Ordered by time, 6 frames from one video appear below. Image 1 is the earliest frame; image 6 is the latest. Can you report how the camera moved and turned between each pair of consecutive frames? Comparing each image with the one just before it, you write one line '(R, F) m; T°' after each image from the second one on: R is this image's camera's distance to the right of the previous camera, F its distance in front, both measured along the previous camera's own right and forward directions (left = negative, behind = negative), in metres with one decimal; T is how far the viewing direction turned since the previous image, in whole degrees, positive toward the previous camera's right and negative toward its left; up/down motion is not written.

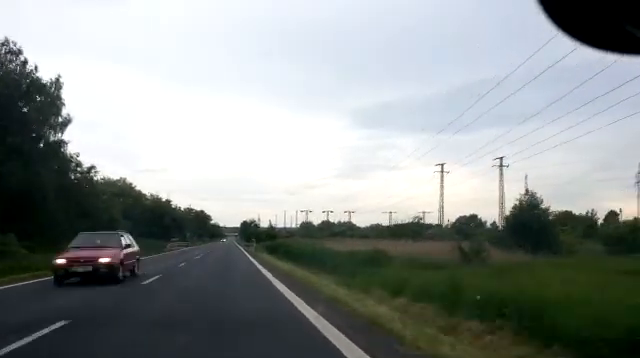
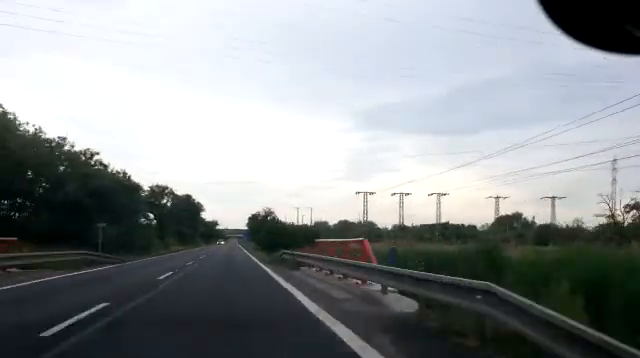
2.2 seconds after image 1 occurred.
(-0.1, +53.4) m; 0°
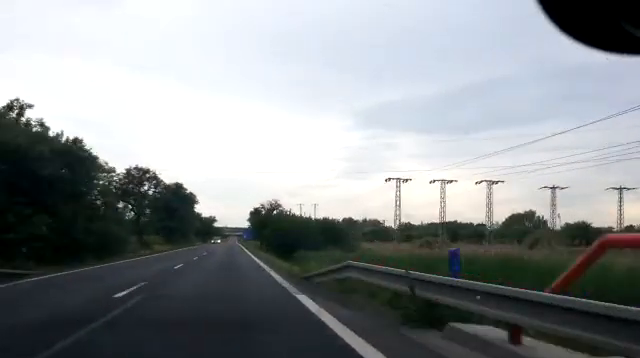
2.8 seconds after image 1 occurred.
(-0.2, +14.5) m; 0°
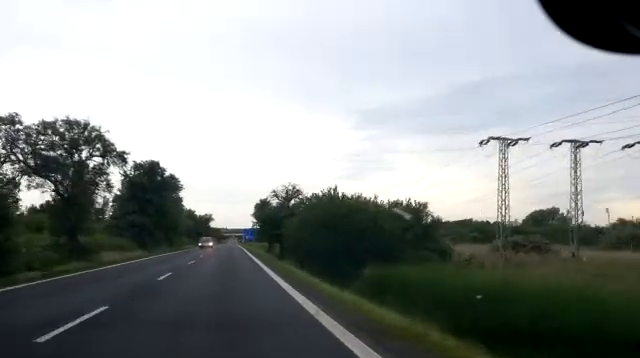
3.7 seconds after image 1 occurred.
(+0.1, +22.6) m; 0°
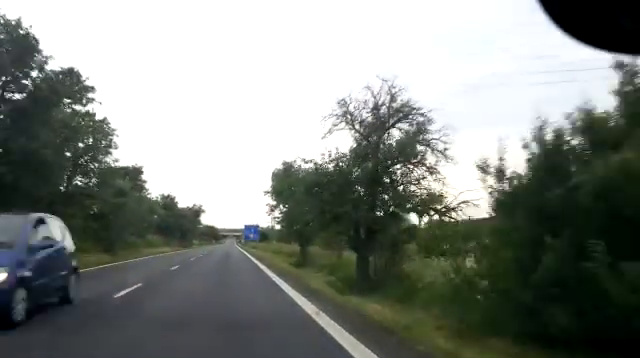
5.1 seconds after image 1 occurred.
(0.0, +34.0) m; +1°
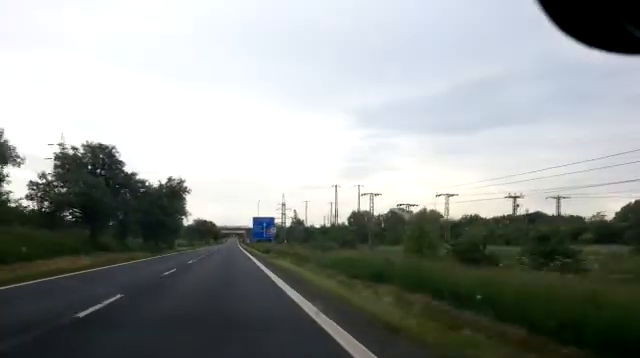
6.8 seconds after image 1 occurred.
(+0.1, +39.7) m; -1°
